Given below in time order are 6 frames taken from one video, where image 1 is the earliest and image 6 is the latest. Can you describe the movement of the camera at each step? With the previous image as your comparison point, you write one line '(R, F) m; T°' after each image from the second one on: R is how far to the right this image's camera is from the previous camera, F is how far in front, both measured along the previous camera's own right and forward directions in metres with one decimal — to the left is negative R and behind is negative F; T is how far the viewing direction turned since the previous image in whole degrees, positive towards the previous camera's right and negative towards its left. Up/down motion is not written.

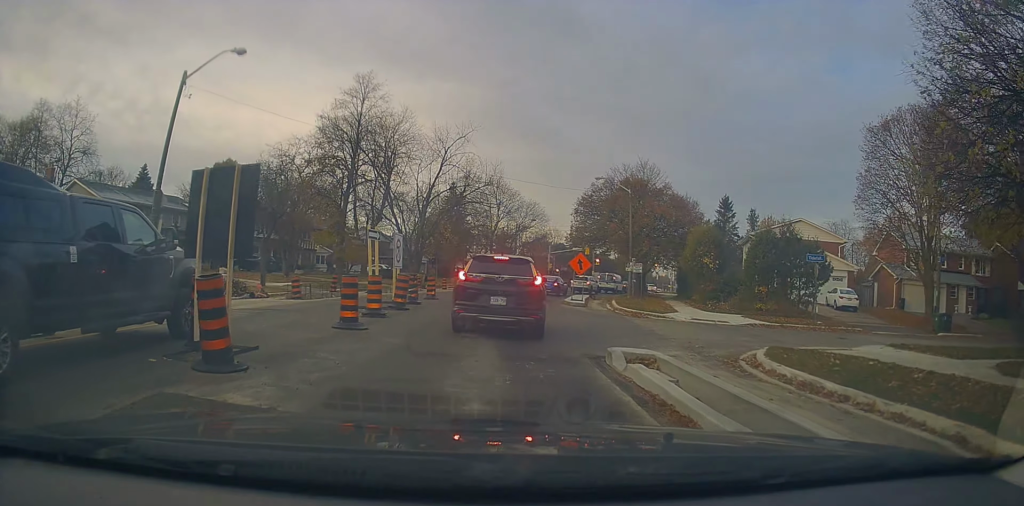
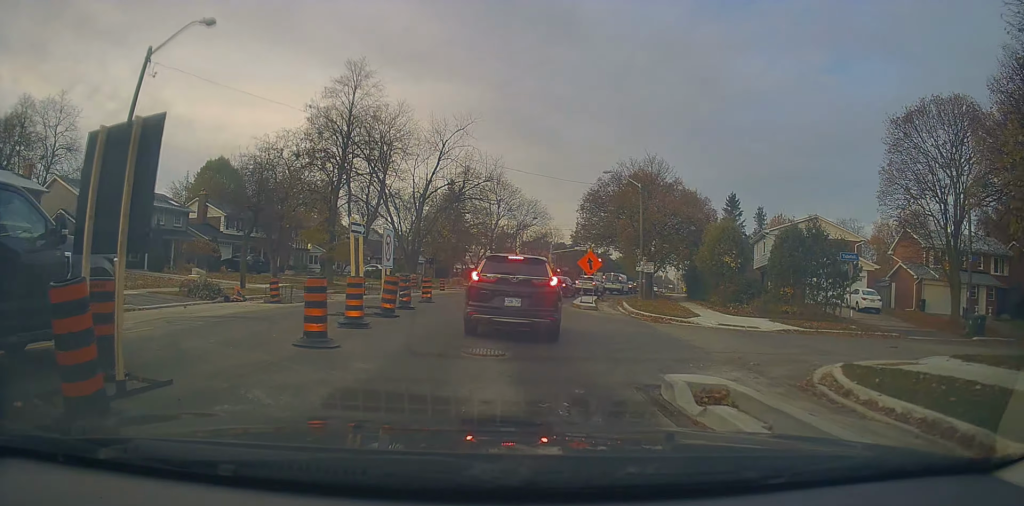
(0.0, +2.8) m; -1°
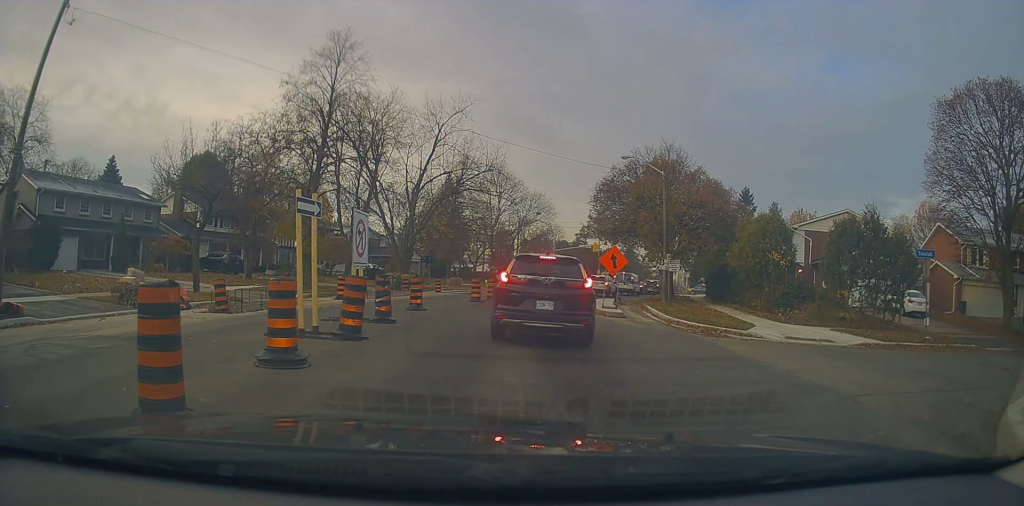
(-0.1, +5.1) m; +1°
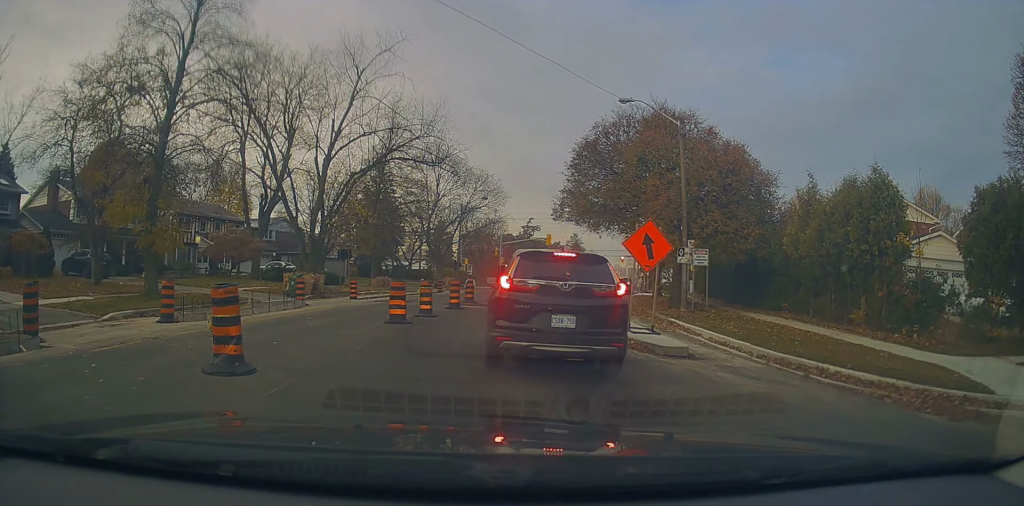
(+0.7, +13.3) m; +12°
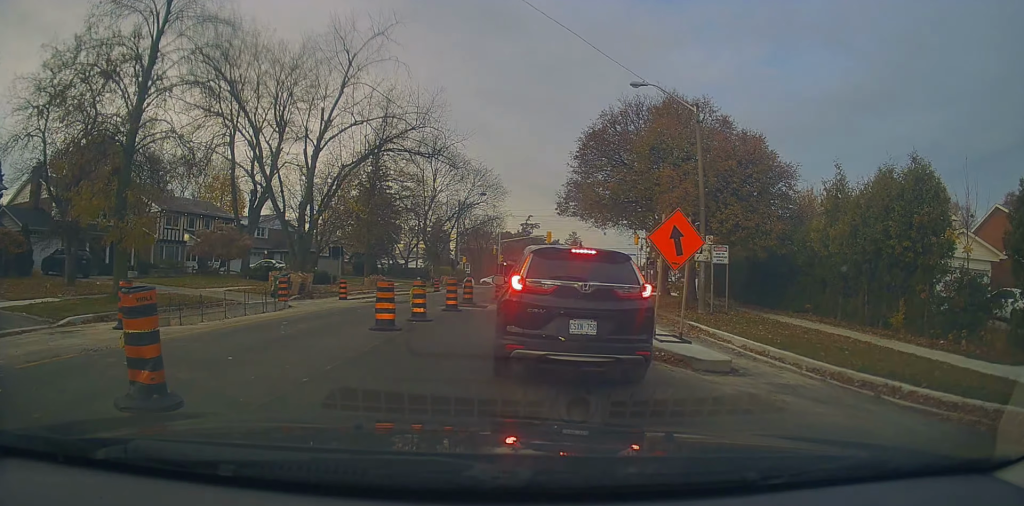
(+0.4, +2.7) m; +5°
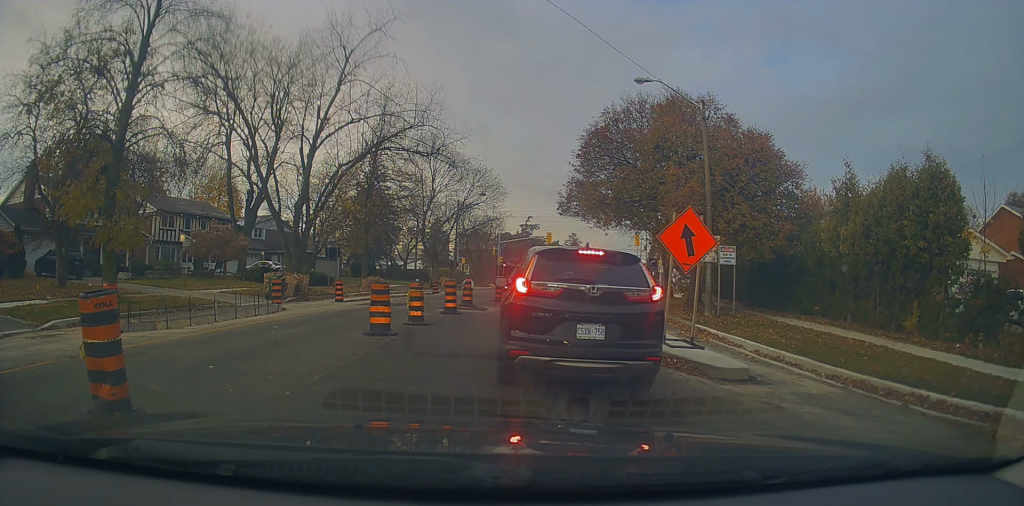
(+0.1, +2.2) m; 0°
